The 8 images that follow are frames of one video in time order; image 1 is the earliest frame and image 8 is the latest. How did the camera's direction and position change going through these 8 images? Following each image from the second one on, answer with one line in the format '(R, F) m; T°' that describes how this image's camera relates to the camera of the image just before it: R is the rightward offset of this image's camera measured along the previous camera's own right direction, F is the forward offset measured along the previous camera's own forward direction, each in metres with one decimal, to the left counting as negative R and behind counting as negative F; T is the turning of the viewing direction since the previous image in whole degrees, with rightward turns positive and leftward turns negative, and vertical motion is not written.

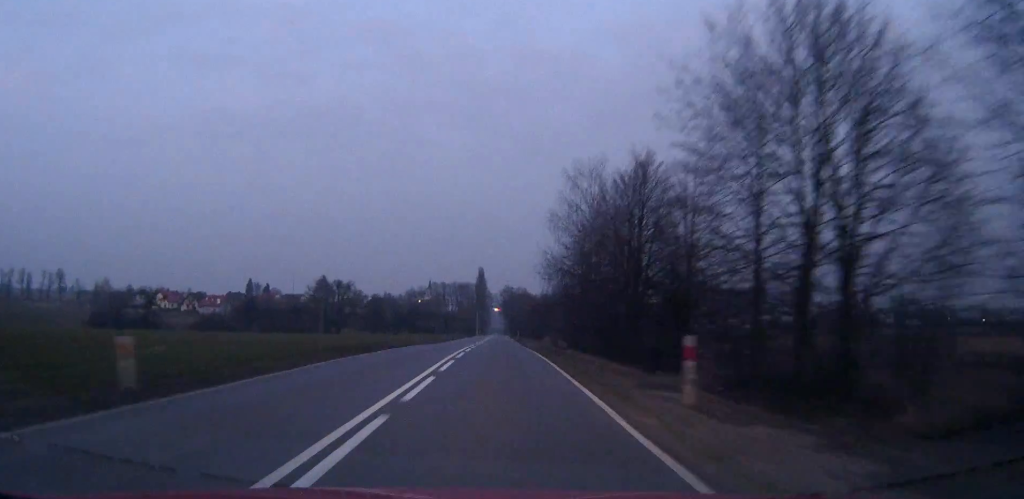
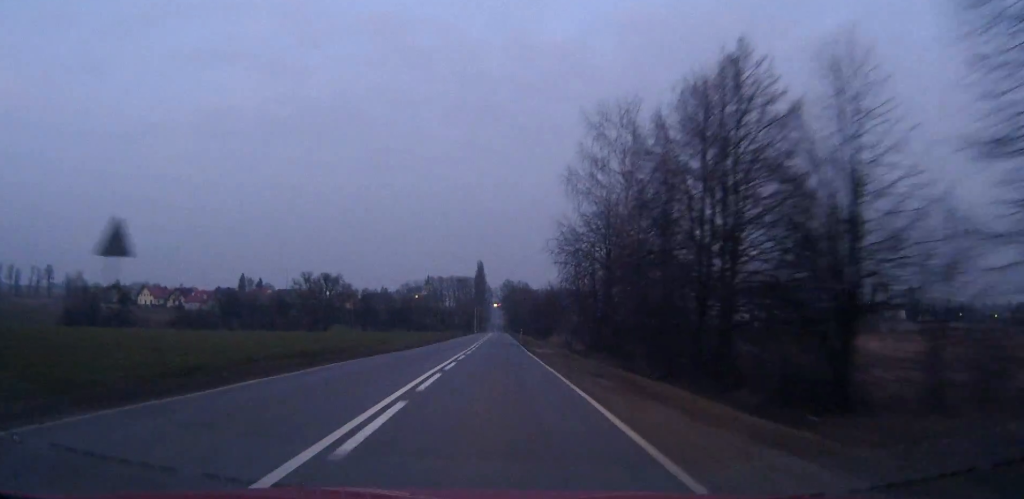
(-0.1, +16.7) m; 0°
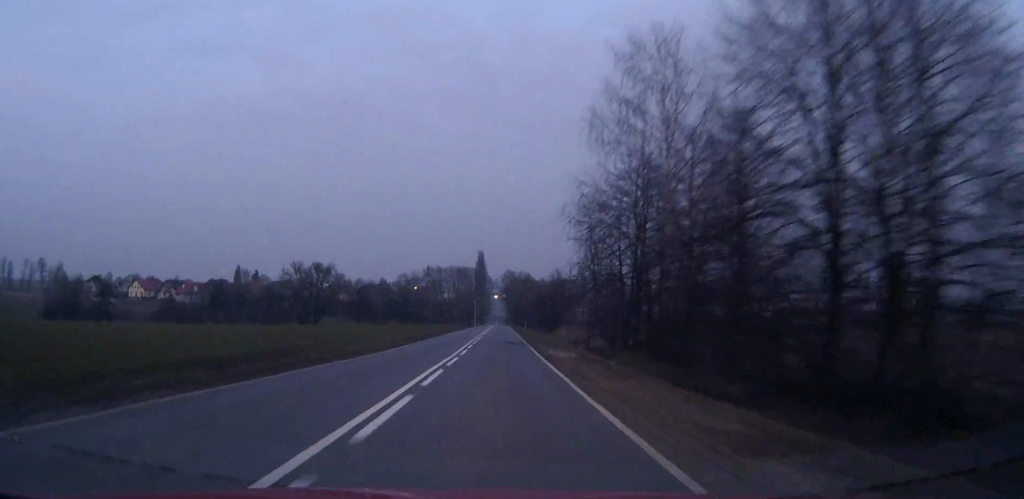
(0.0, +11.7) m; 0°
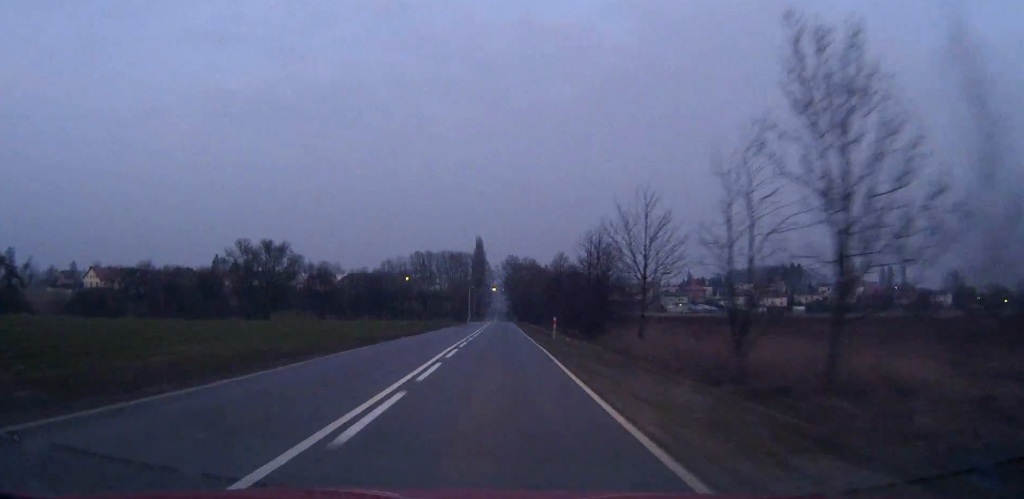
(0.0, +45.2) m; 0°
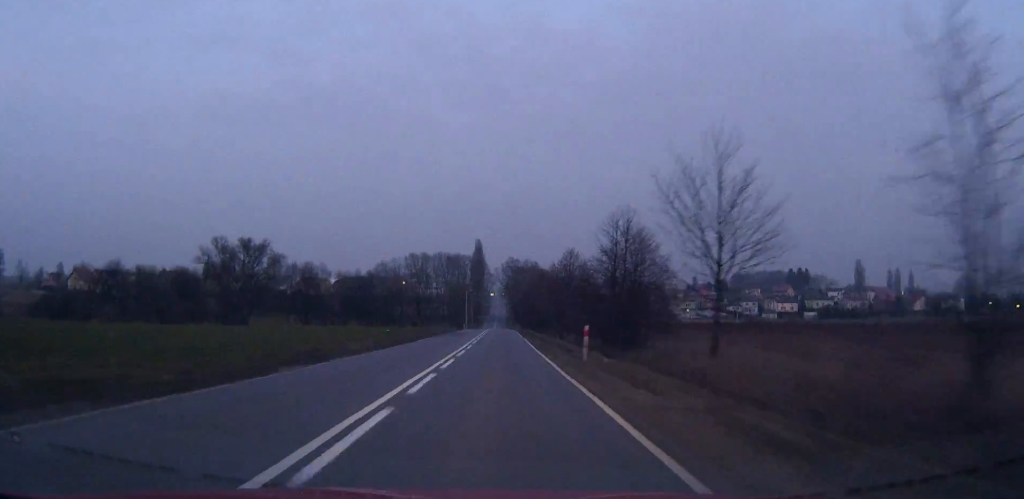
(0.0, +14.2) m; 0°
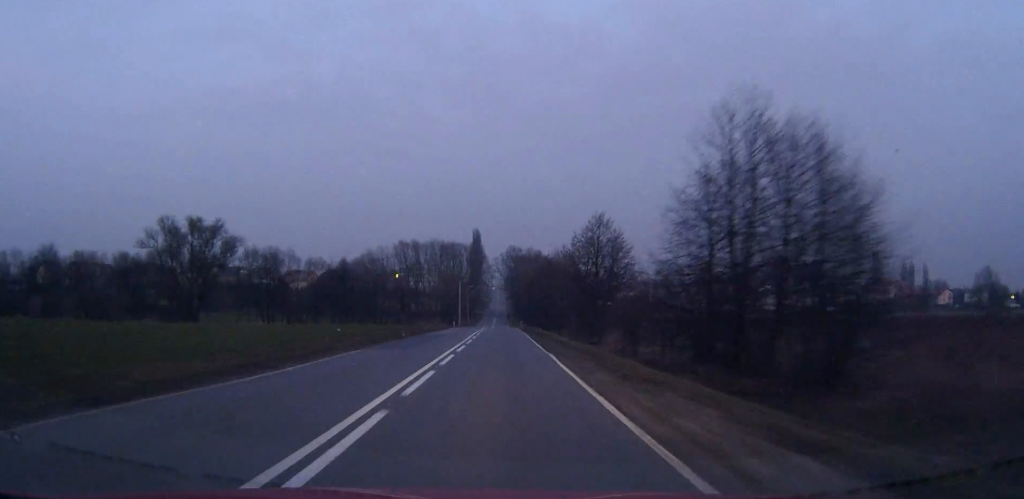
(0.0, +25.5) m; 0°
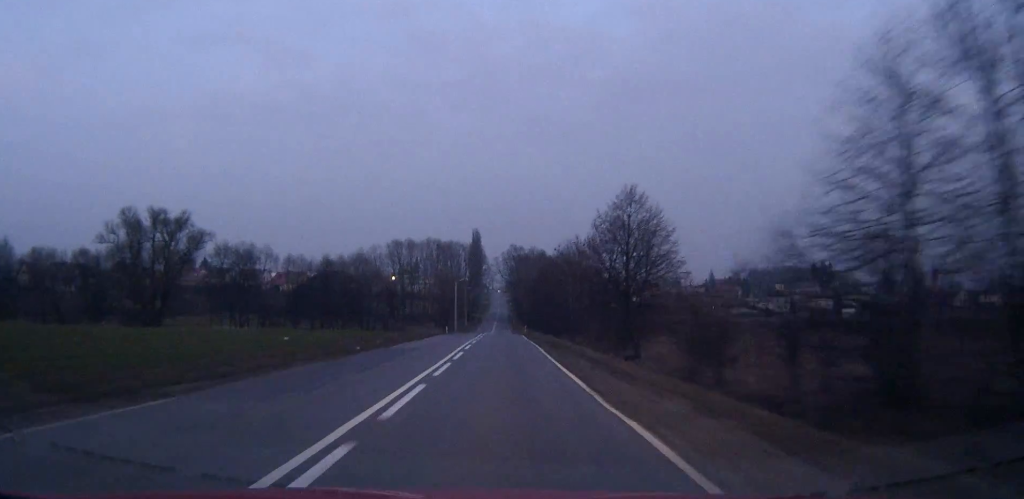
(0.0, +14.7) m; 0°
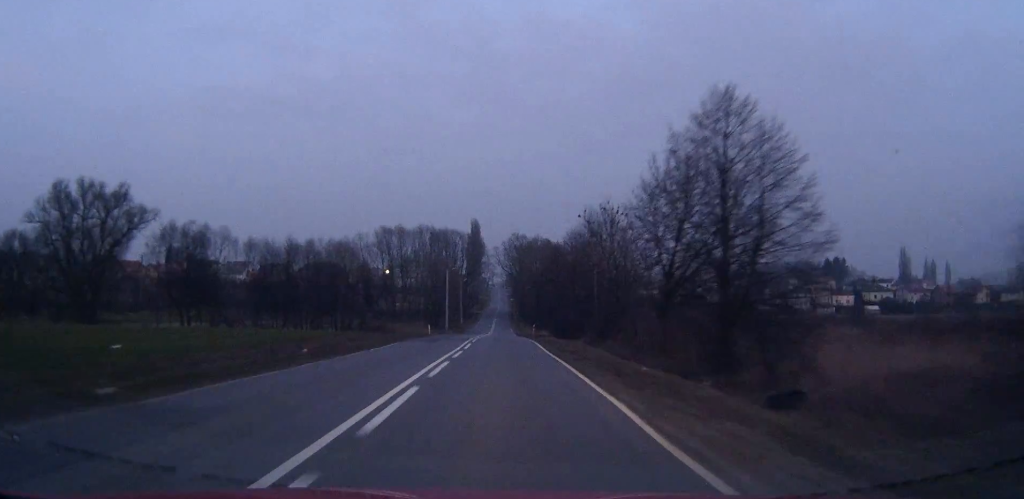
(0.0, +20.5) m; 0°
